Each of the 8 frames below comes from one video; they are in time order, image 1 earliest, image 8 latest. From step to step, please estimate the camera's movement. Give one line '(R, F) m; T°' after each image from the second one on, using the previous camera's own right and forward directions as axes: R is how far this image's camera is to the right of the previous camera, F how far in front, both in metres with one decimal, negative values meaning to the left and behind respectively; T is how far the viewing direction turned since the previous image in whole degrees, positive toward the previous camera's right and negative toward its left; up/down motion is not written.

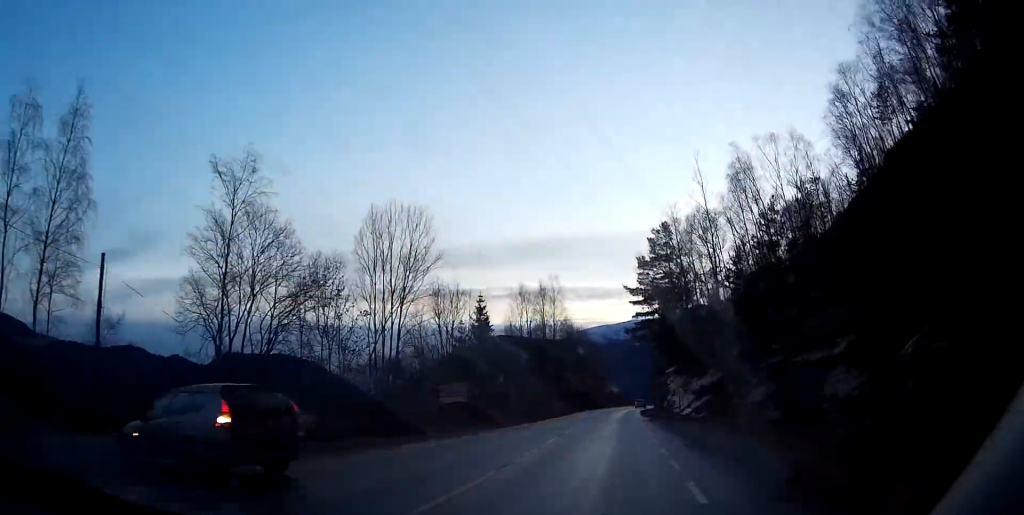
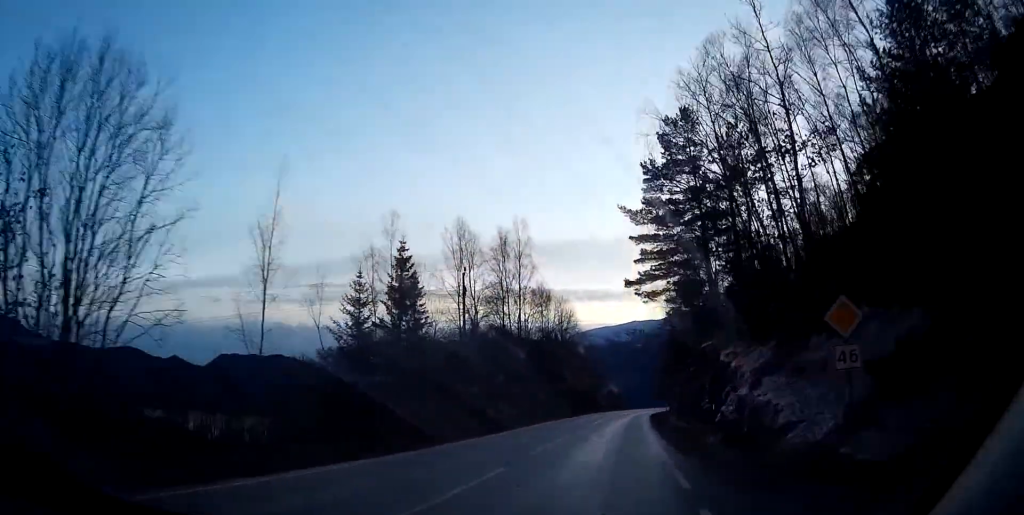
(-0.1, +33.5) m; +1°
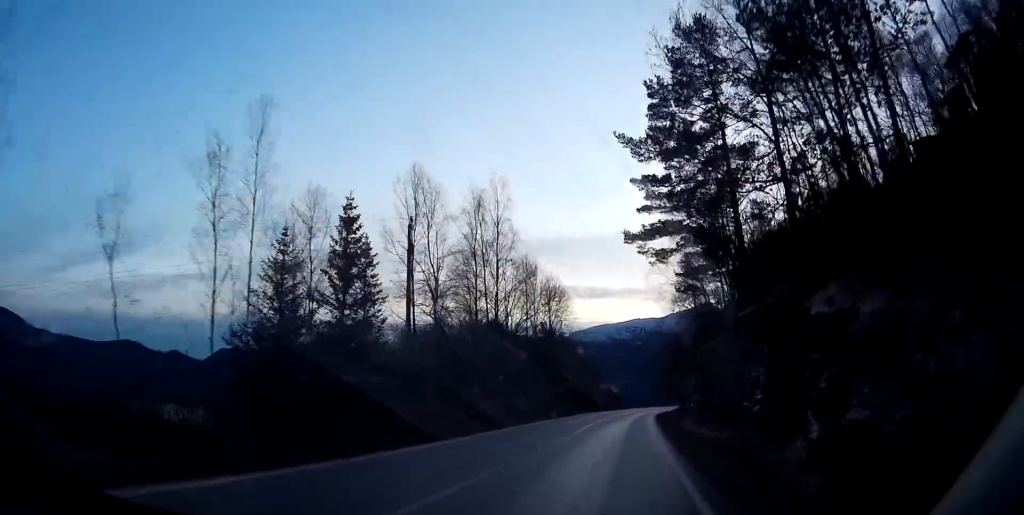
(+0.1, +11.8) m; 0°
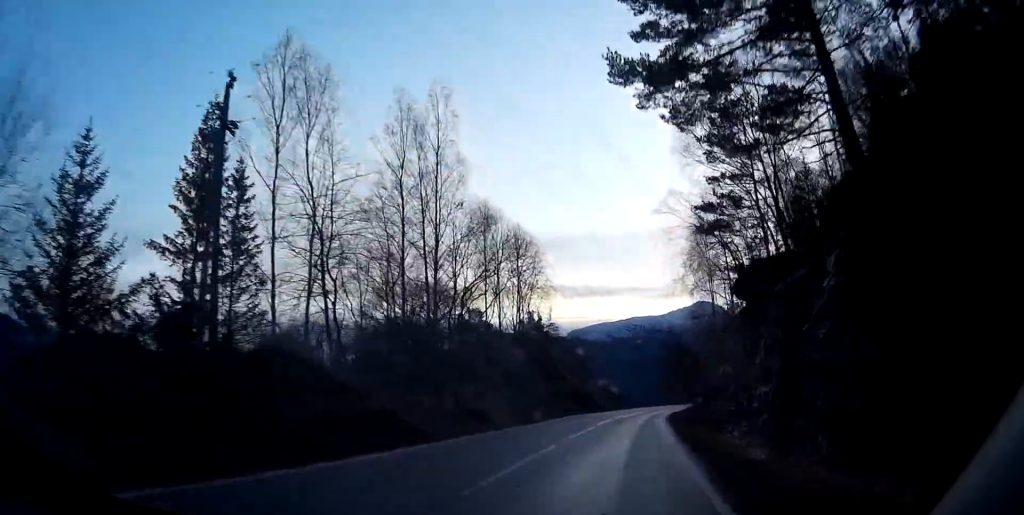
(0.0, +17.1) m; +1°
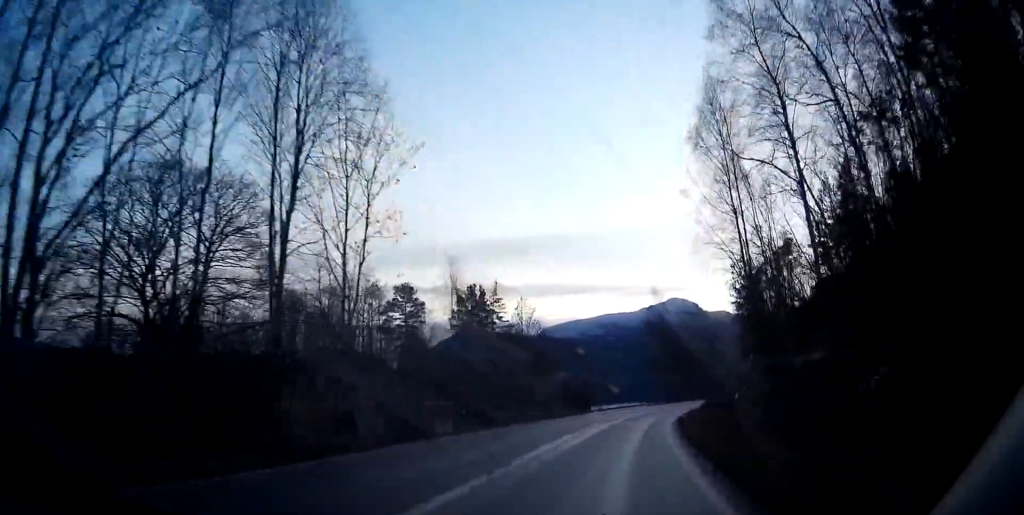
(0.0, +29.7) m; -4°
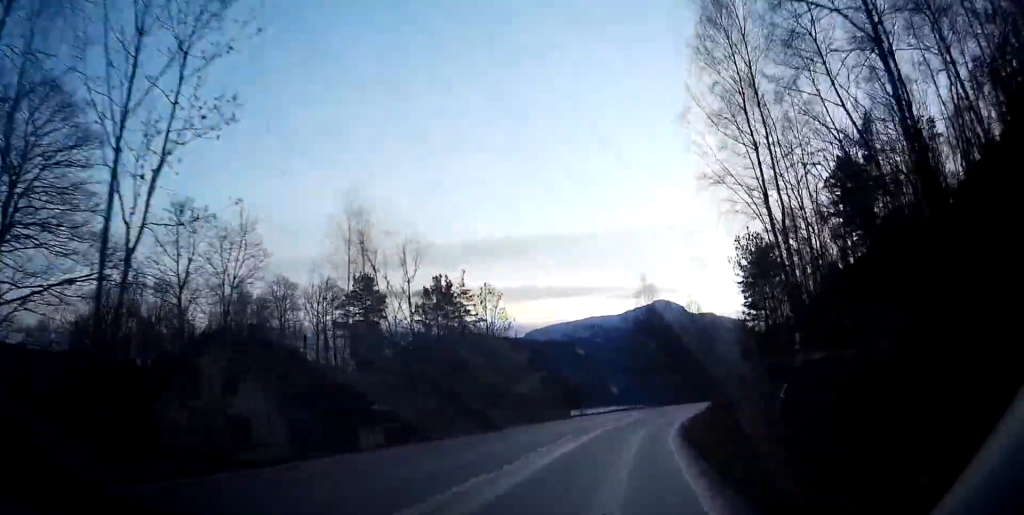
(-0.4, +11.3) m; -1°
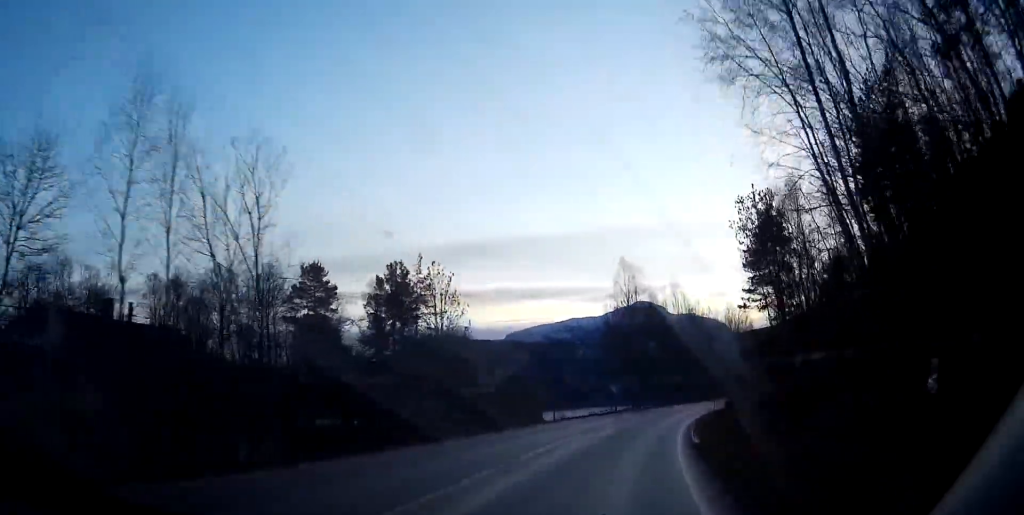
(-0.8, +10.7) m; +1°
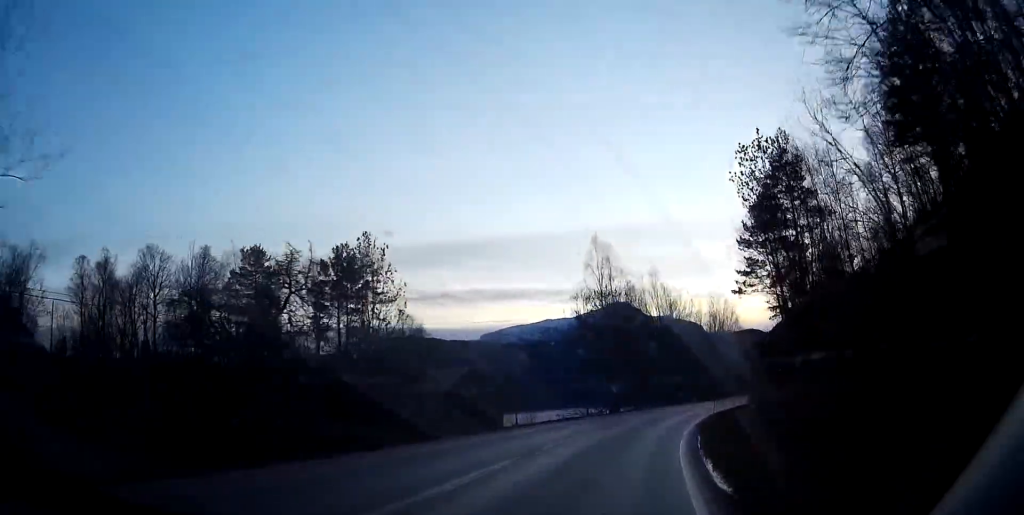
(+0.7, +9.5) m; +4°
